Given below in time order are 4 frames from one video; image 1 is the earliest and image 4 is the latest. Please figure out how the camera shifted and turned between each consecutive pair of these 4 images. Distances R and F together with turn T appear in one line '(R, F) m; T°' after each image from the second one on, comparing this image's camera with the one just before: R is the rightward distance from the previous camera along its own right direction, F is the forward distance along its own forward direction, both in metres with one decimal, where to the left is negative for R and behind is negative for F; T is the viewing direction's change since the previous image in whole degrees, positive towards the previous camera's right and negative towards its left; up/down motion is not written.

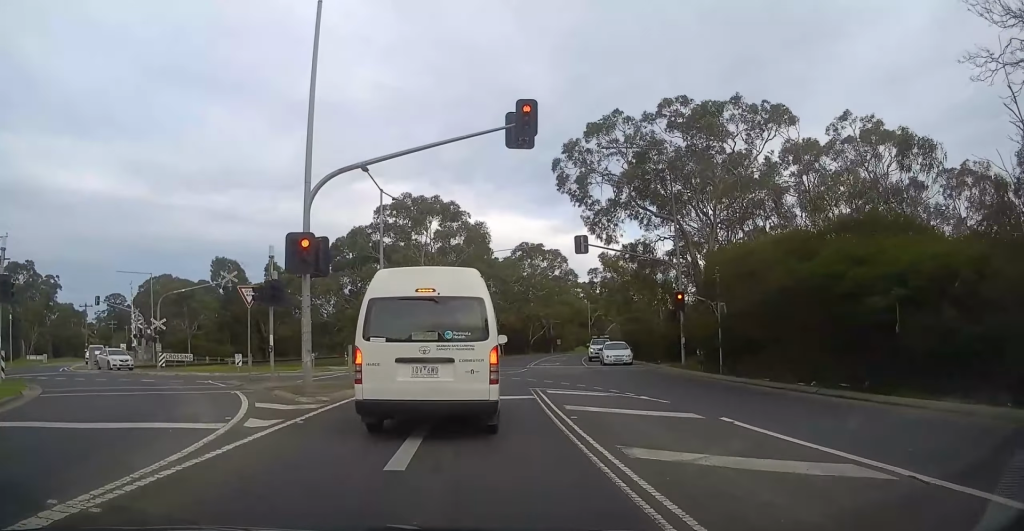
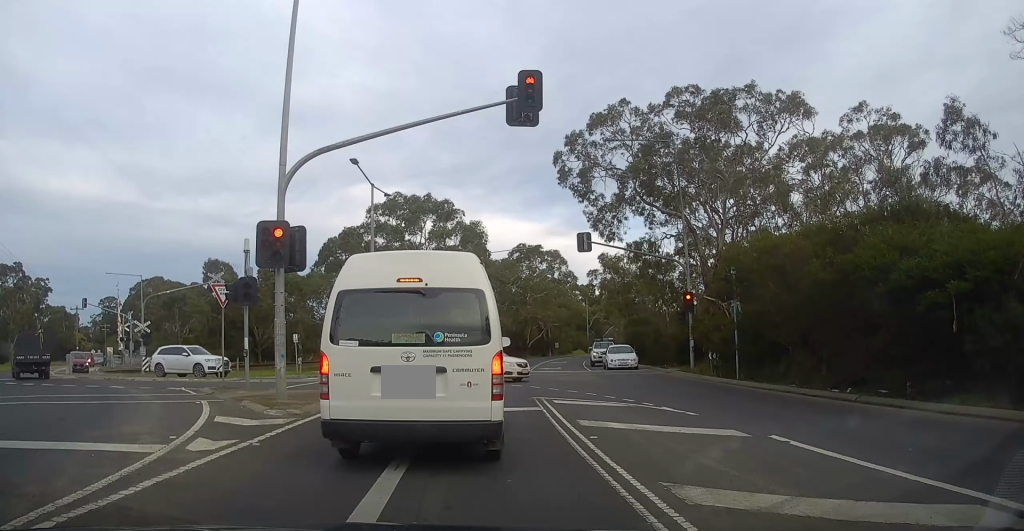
(+0.6, +0.9) m; 0°
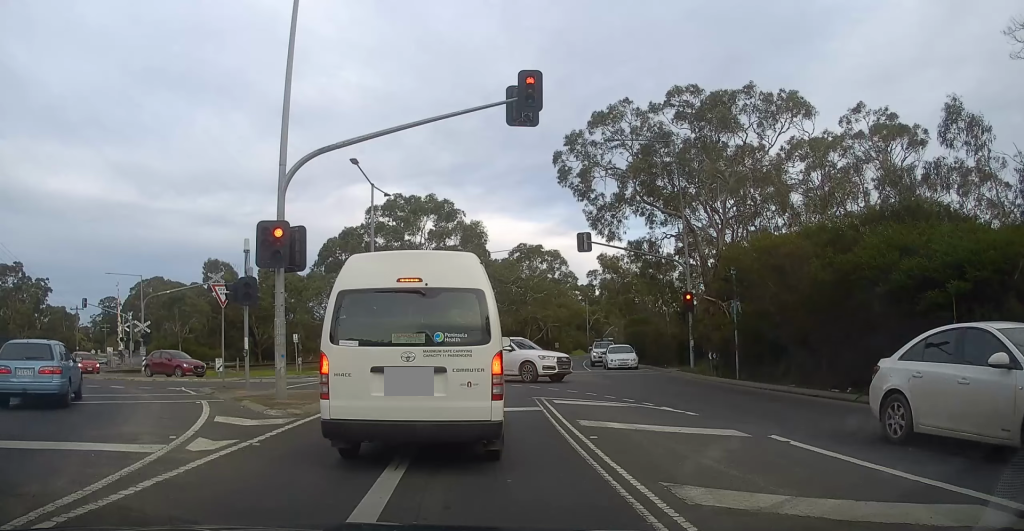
(0.0, 0.0) m; 0°
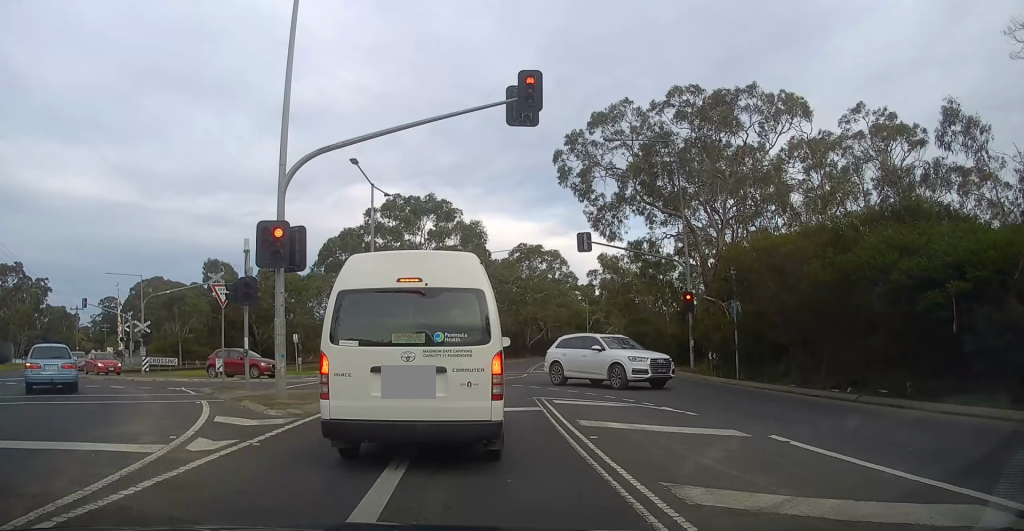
(0.0, 0.0) m; 0°
